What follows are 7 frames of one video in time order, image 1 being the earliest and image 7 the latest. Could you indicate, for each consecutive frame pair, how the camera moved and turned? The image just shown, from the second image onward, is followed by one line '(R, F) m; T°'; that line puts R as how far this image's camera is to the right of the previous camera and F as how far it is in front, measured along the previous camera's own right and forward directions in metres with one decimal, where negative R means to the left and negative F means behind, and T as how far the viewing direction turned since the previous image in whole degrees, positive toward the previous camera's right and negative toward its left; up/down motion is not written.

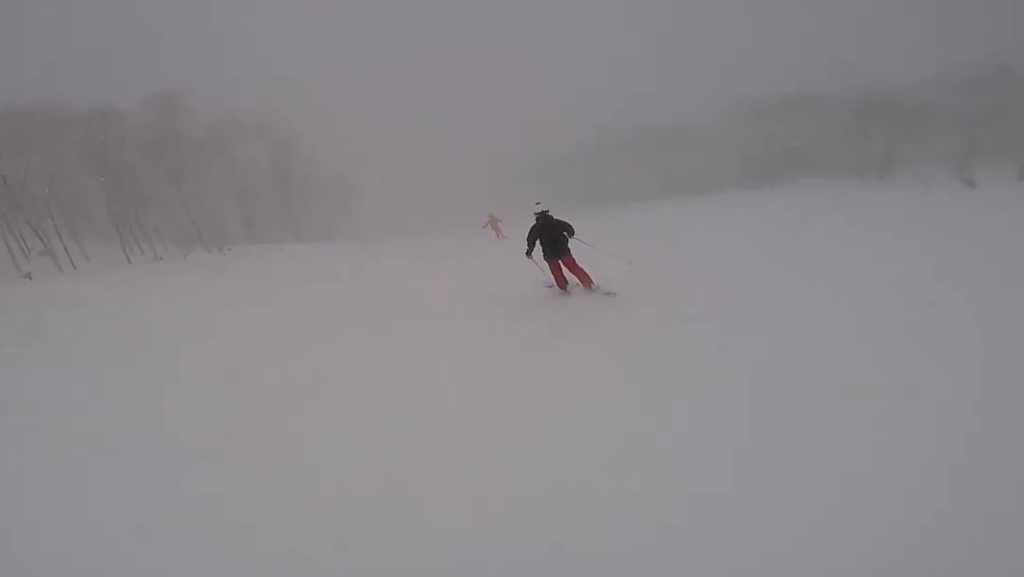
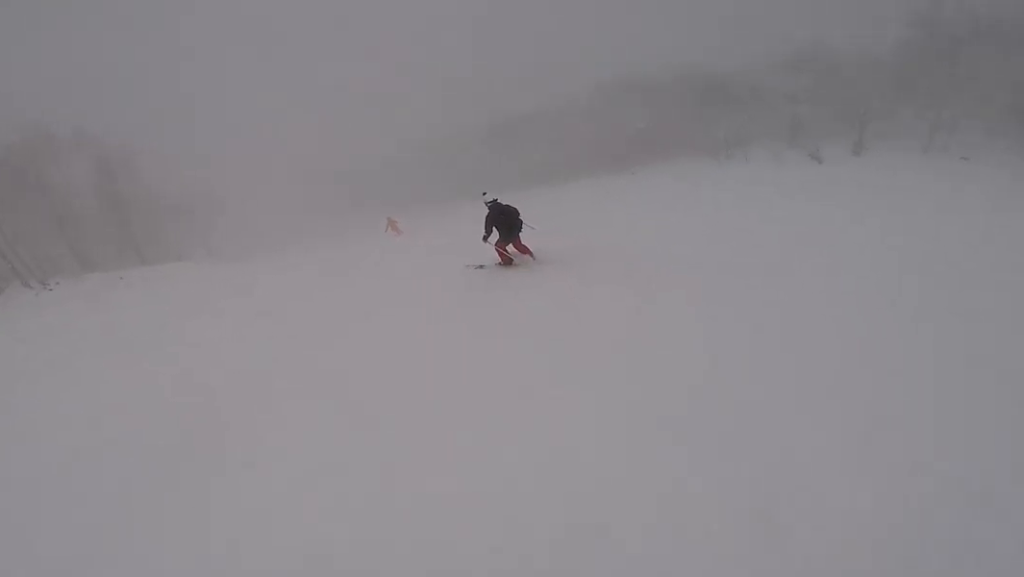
(+0.4, +3.2) m; +16°
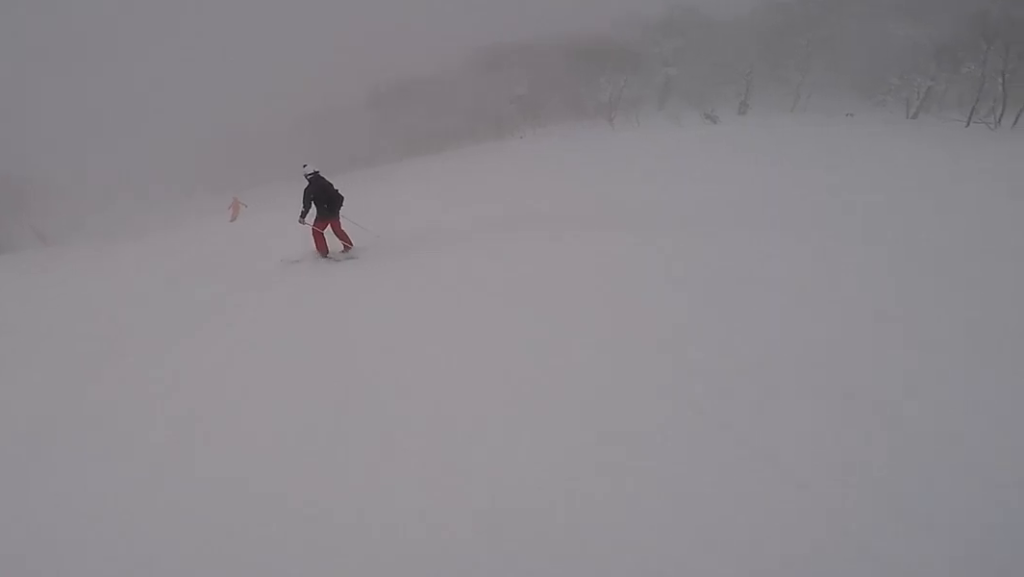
(+0.4, +5.1) m; +26°
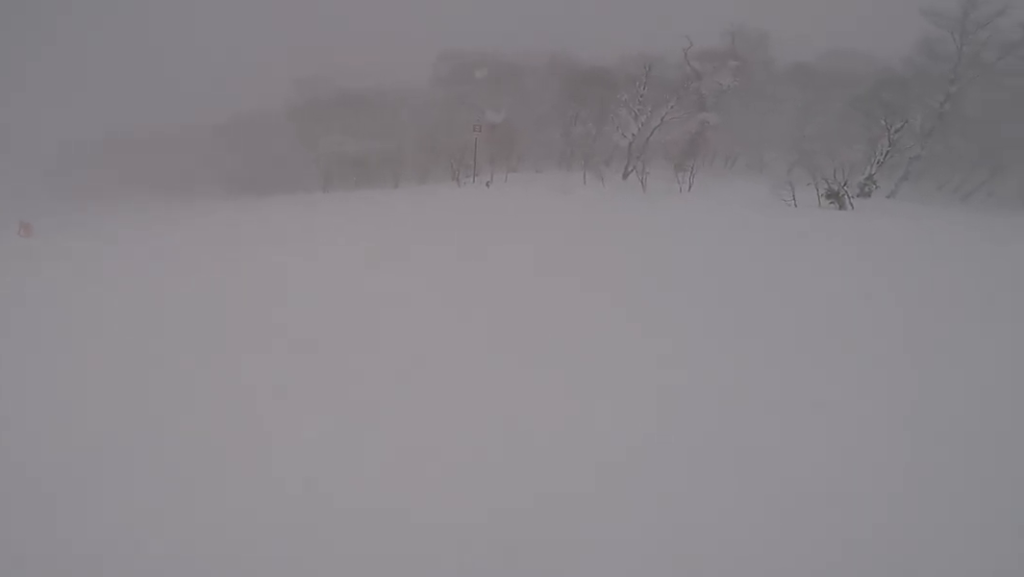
(+5.0, +16.4) m; +9°
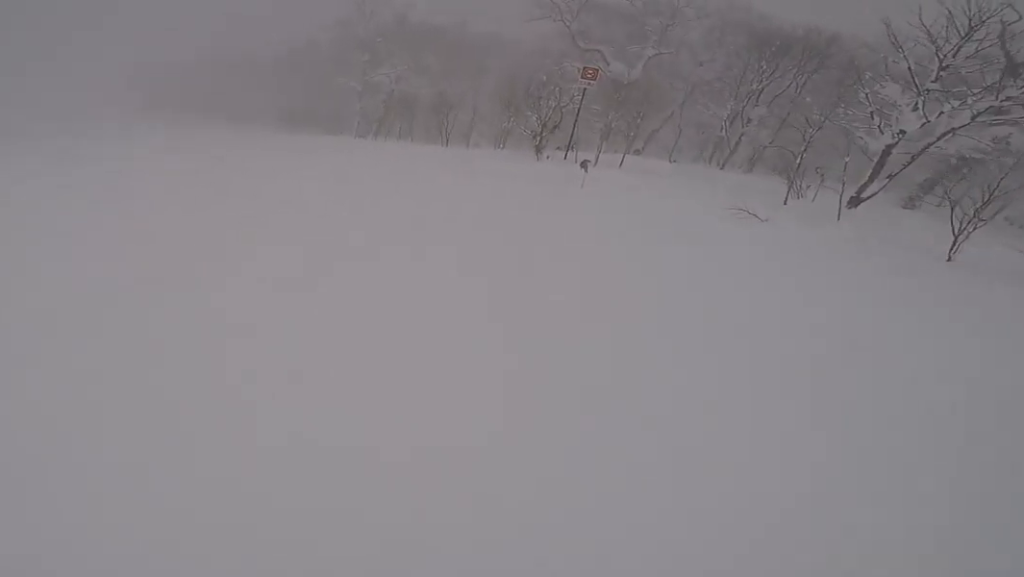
(-1.1, +10.2) m; -16°
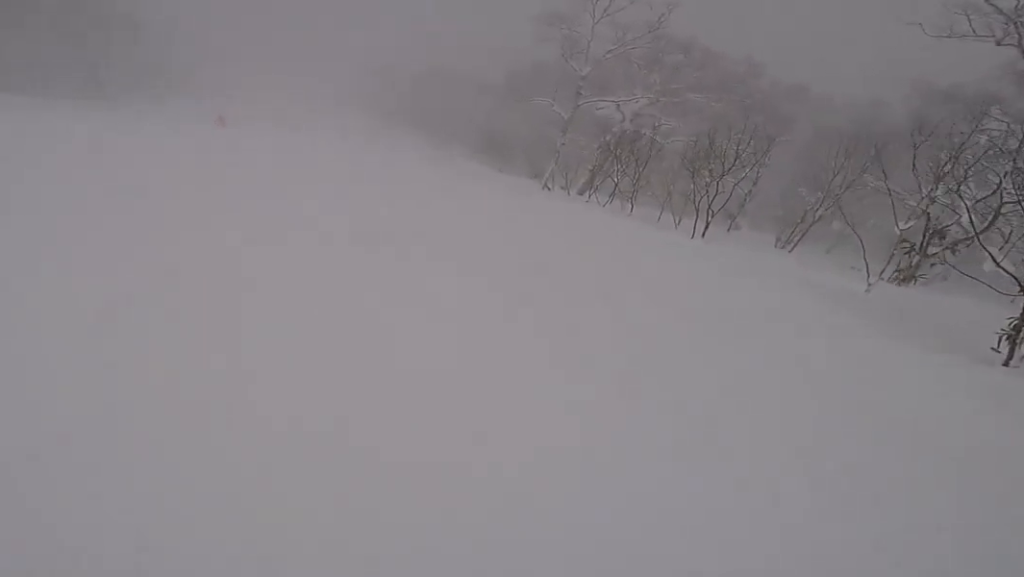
(-2.0, +10.6) m; -22°
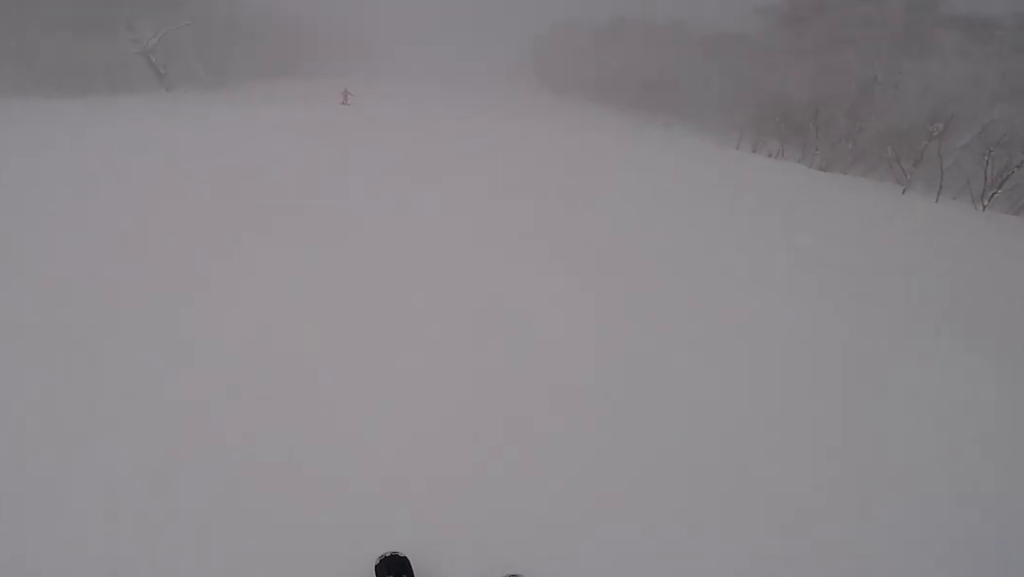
(-4.4, +17.3) m; -17°
